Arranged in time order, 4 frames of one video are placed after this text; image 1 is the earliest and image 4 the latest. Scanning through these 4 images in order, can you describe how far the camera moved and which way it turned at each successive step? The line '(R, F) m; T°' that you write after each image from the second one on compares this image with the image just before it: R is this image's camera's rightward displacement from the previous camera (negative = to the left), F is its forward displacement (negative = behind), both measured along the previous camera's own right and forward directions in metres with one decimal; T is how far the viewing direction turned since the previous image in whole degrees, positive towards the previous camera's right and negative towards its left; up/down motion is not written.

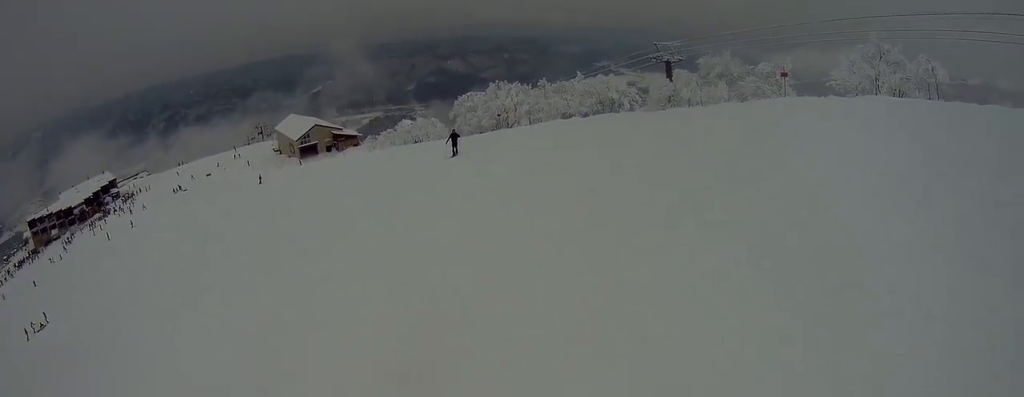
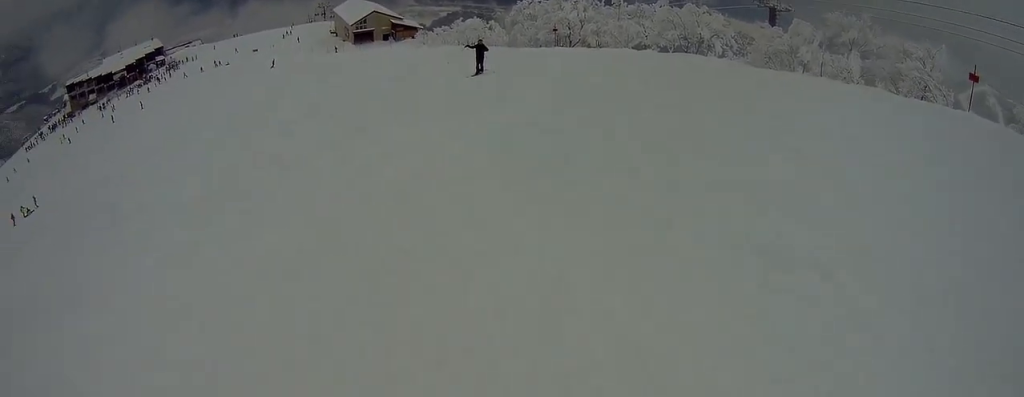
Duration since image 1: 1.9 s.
(-1.1, +8.3) m; -27°
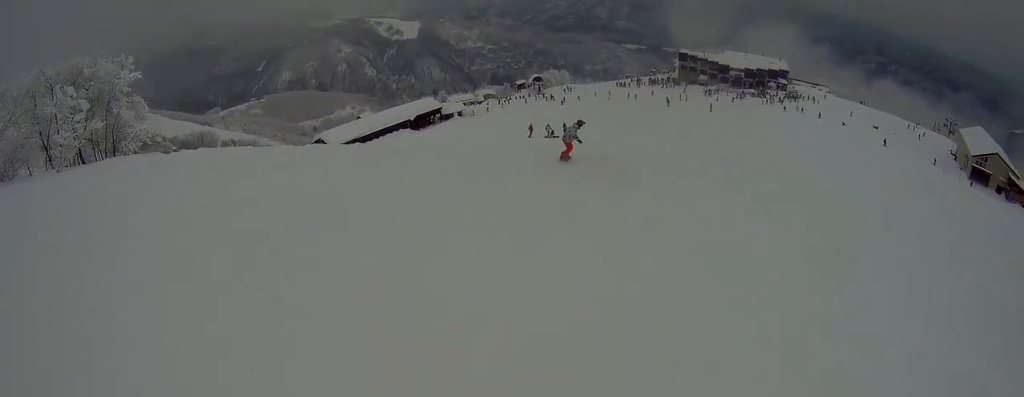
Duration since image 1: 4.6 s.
(-5.4, +10.4) m; -25°
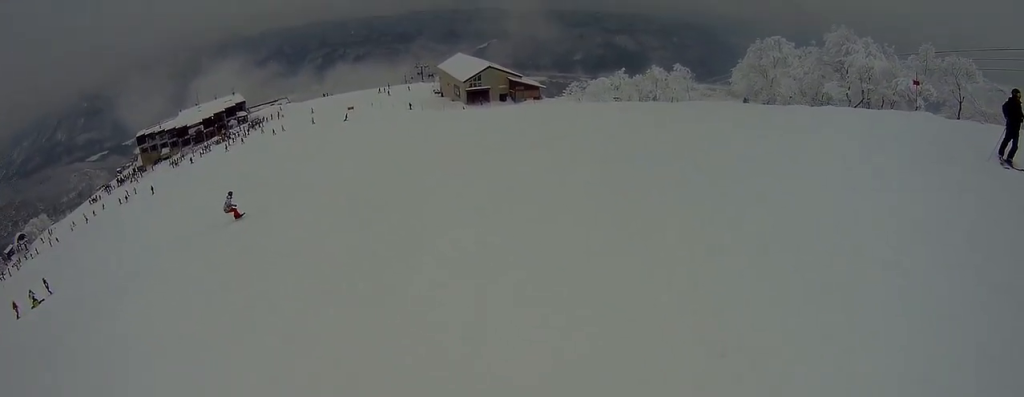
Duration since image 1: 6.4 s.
(+4.8, +7.6) m; +45°
